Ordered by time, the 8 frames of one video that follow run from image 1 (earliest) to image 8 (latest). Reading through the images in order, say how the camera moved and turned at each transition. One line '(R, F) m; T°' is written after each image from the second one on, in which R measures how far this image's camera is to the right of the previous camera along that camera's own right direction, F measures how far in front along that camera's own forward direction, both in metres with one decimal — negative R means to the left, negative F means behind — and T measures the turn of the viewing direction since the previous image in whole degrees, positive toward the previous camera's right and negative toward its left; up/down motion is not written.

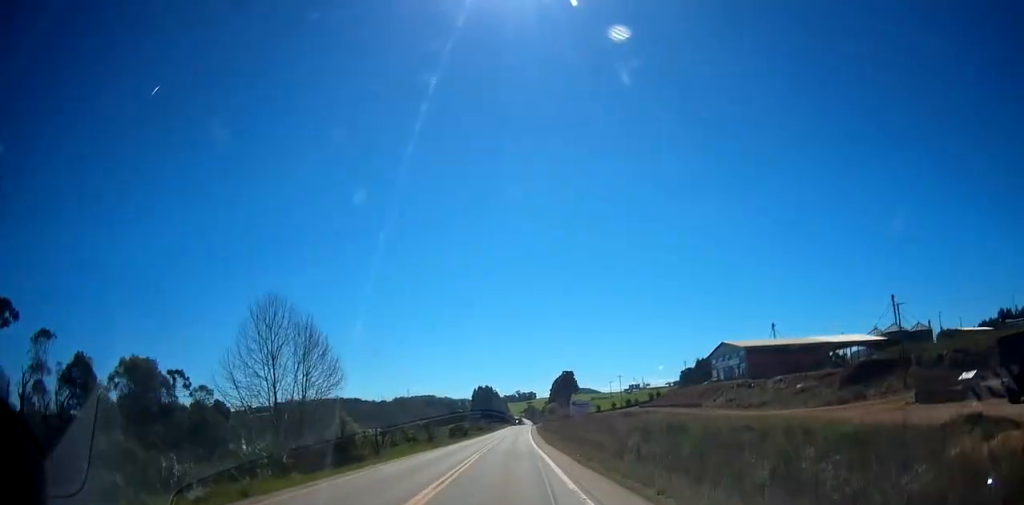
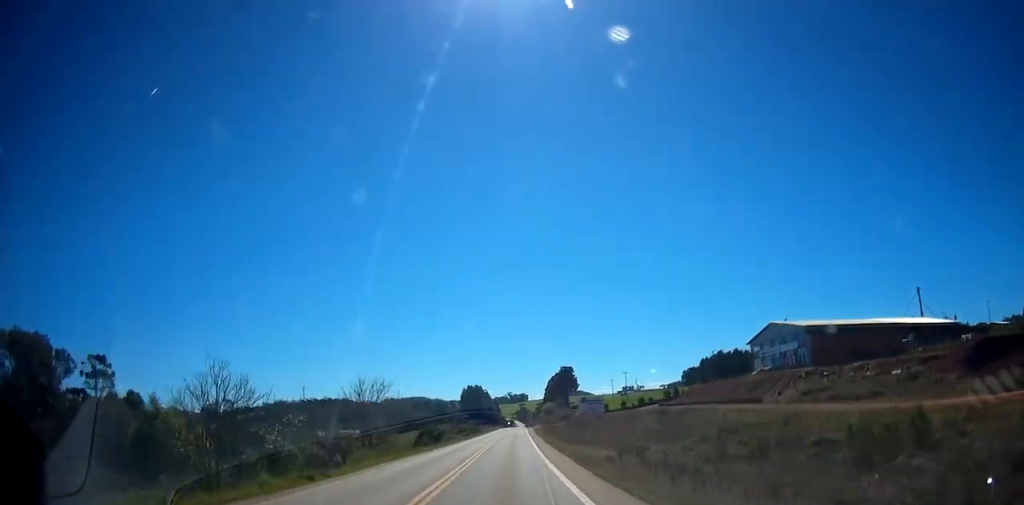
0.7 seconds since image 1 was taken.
(+0.2, +29.8) m; +1°
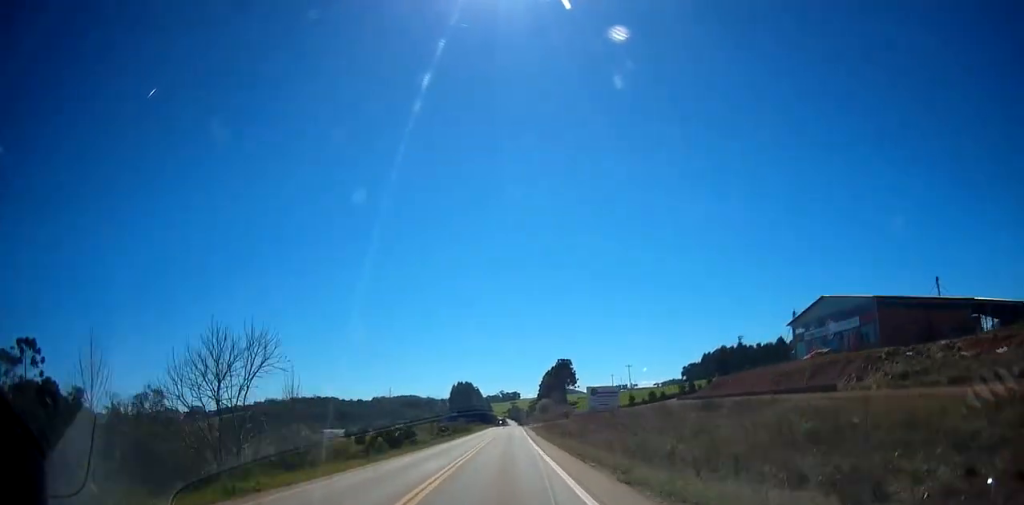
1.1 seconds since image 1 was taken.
(-0.2, +21.4) m; +1°
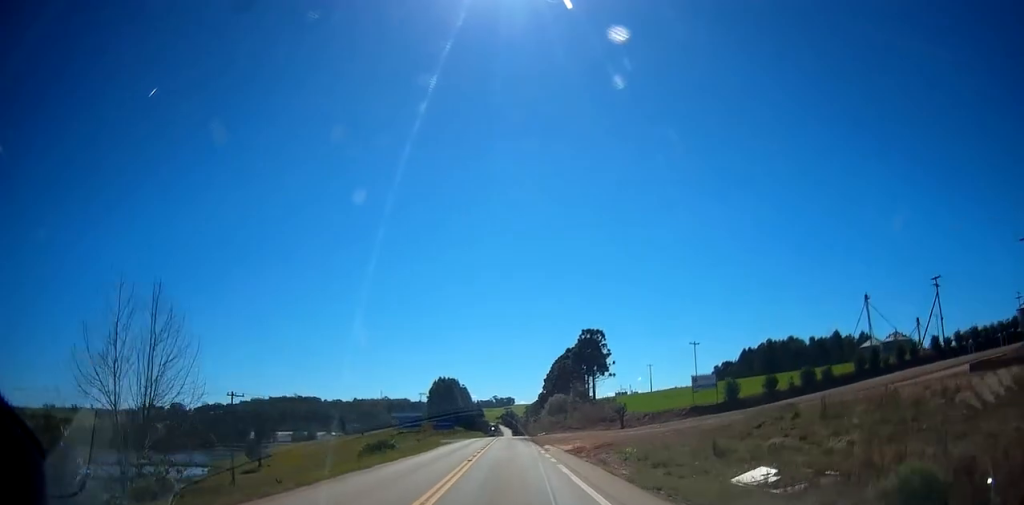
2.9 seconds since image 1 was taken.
(+2.3, +80.5) m; +2°
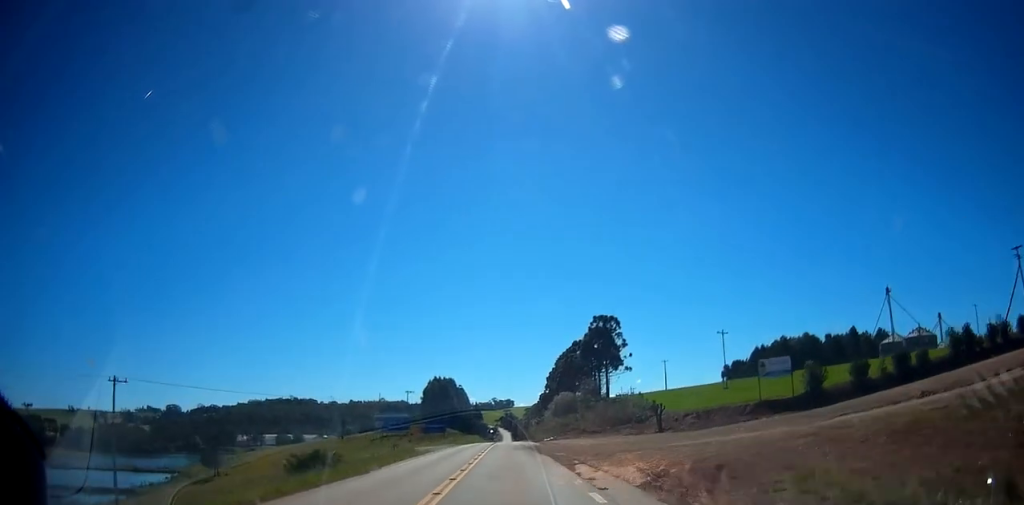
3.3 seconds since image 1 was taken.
(+0.1, +18.9) m; 0°
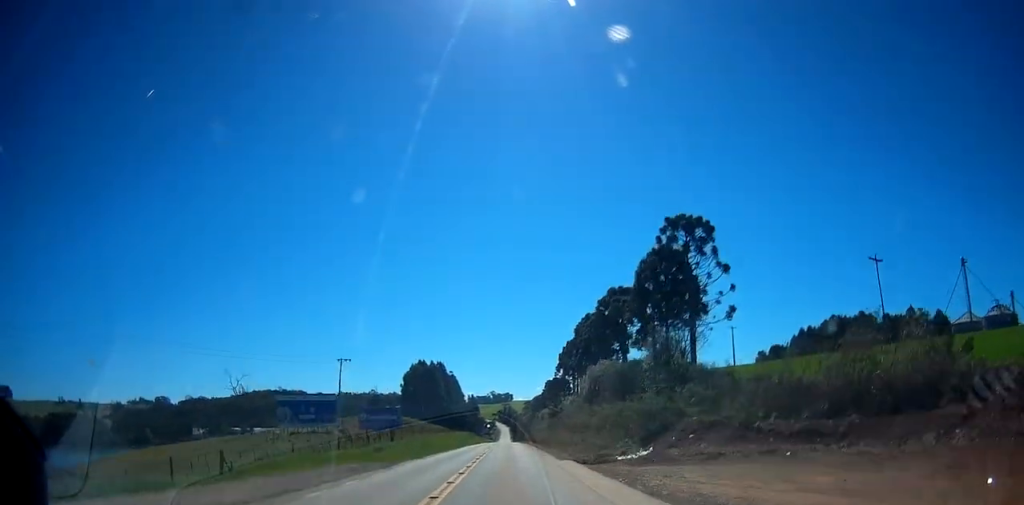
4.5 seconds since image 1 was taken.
(0.0, +53.8) m; 0°
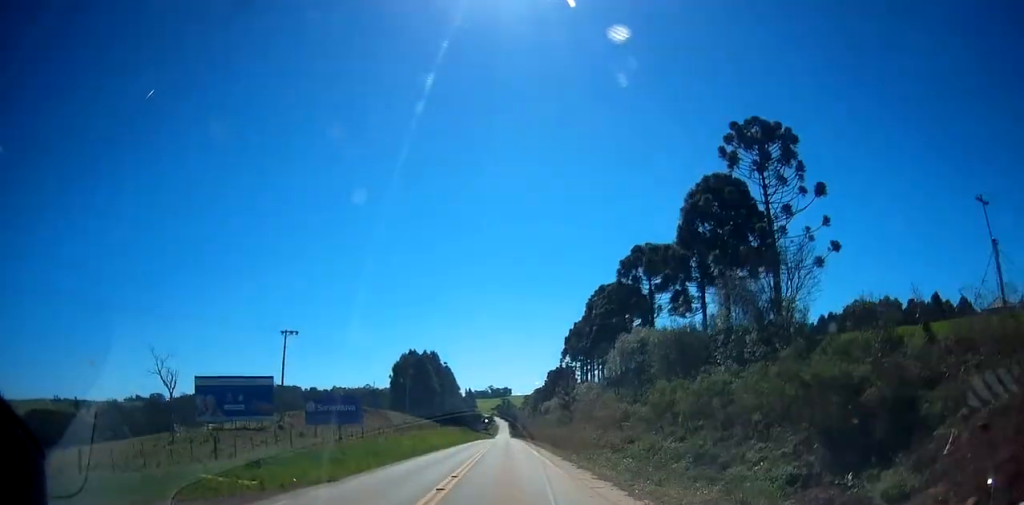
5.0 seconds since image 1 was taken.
(-0.1, +20.8) m; 0°
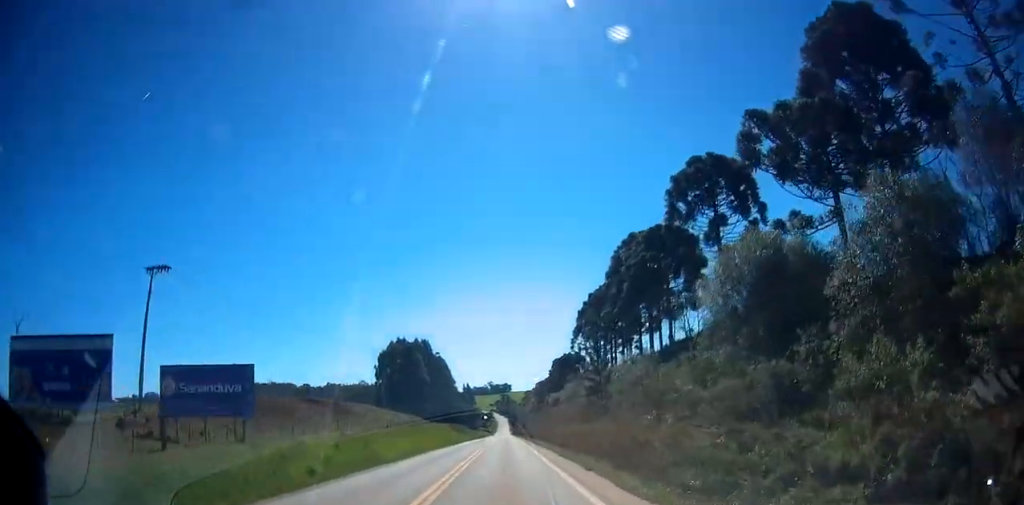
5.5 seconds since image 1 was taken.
(+0.1, +26.1) m; 0°
